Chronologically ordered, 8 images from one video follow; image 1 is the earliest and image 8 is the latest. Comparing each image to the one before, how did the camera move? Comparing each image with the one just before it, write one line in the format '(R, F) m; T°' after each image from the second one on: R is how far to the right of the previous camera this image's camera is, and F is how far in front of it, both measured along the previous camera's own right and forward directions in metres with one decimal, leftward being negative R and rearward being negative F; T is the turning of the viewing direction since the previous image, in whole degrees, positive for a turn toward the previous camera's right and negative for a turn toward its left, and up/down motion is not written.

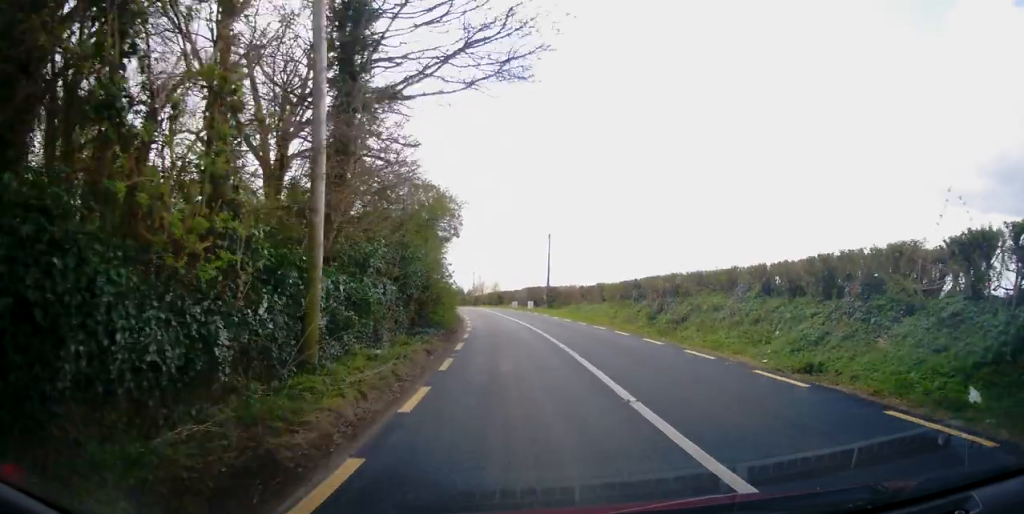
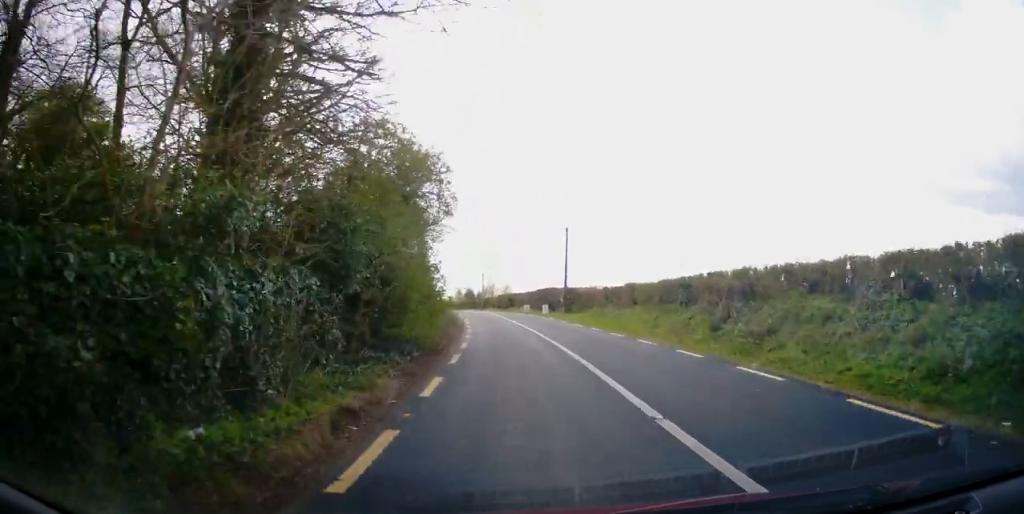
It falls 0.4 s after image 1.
(-0.1, +6.8) m; 0°
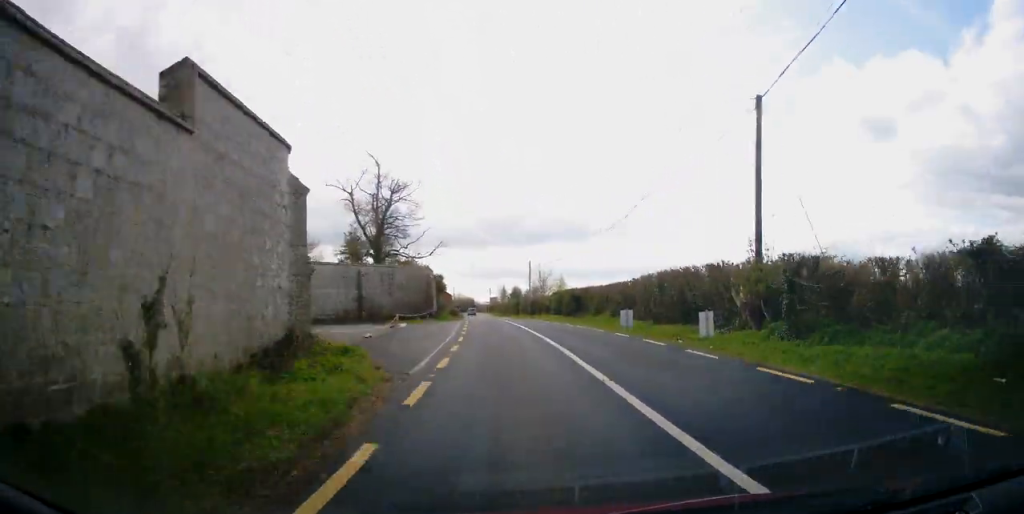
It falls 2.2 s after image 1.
(-0.3, +32.0) m; -3°
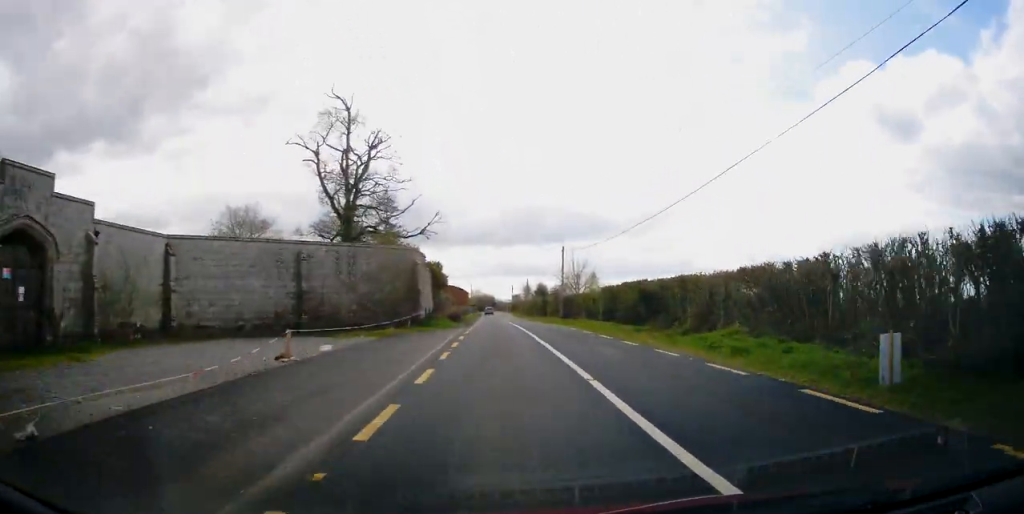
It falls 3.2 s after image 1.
(-0.8, +17.7) m; -3°
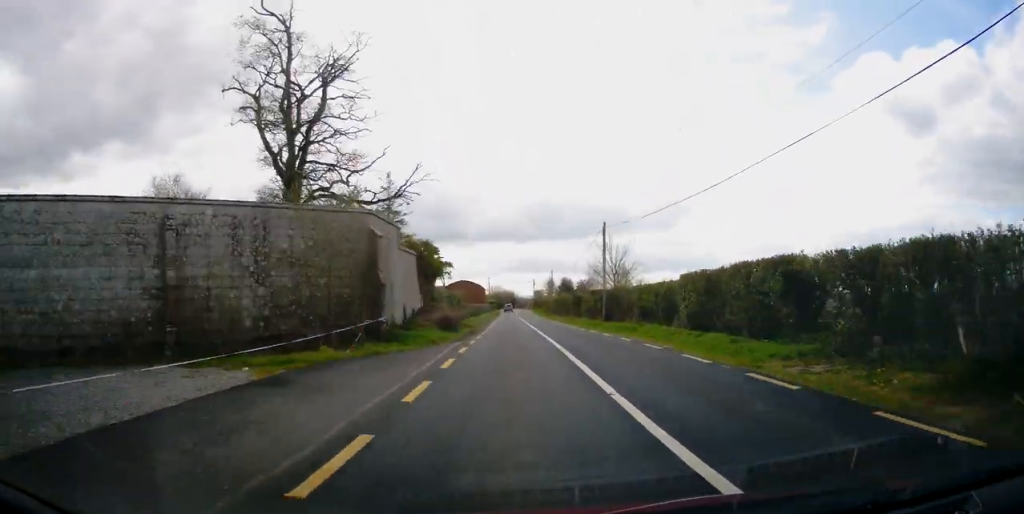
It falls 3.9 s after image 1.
(-0.2, +13.7) m; -1°
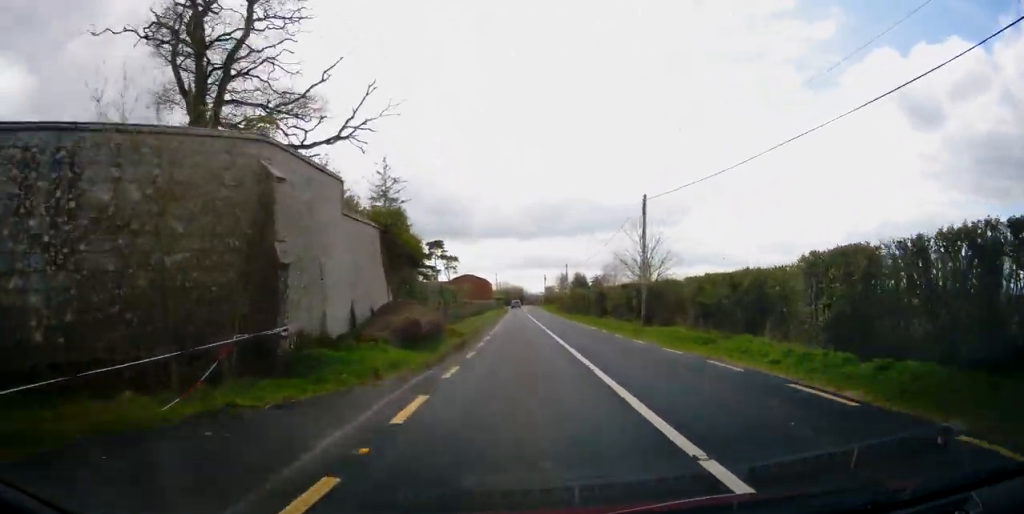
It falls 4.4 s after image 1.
(-0.1, +9.5) m; -1°
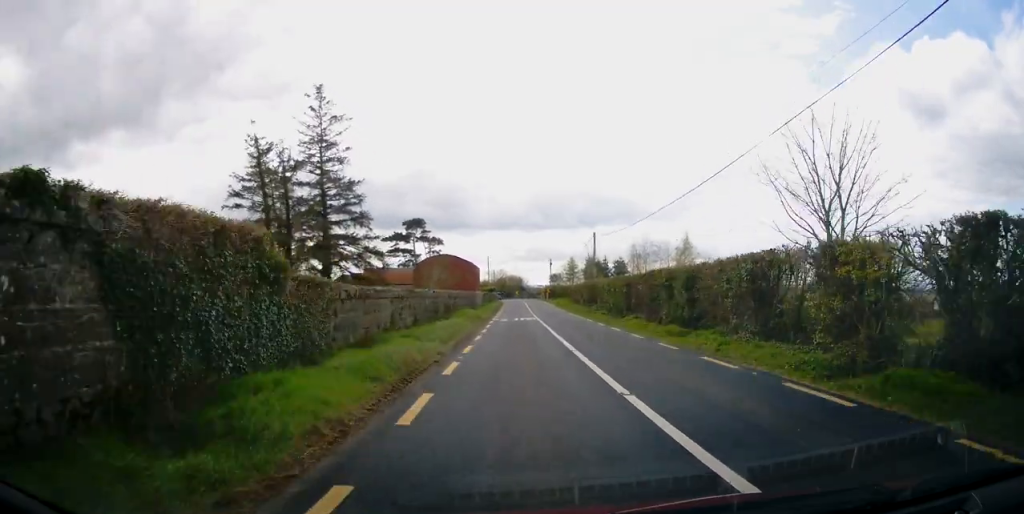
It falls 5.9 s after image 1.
(-0.3, +28.3) m; -1°
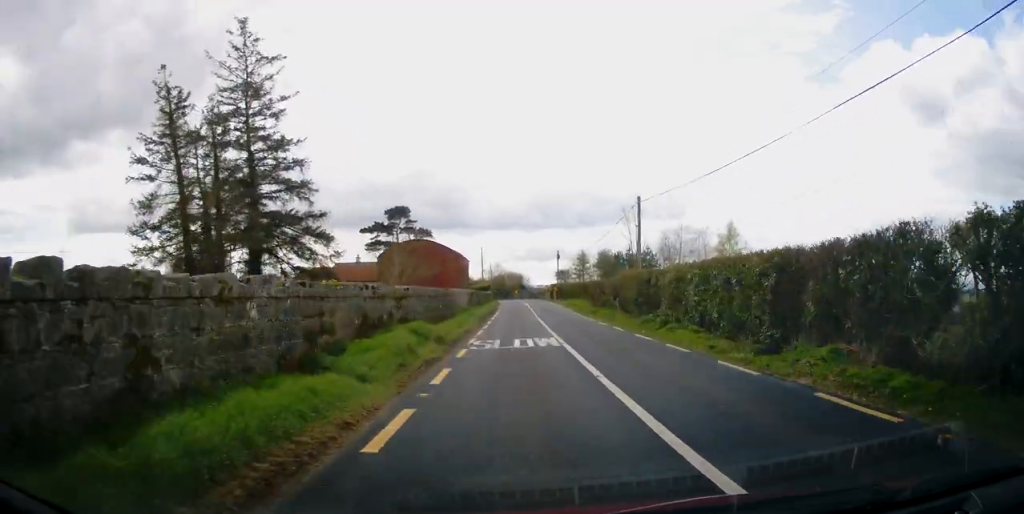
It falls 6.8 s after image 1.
(-0.2, +17.4) m; -1°
